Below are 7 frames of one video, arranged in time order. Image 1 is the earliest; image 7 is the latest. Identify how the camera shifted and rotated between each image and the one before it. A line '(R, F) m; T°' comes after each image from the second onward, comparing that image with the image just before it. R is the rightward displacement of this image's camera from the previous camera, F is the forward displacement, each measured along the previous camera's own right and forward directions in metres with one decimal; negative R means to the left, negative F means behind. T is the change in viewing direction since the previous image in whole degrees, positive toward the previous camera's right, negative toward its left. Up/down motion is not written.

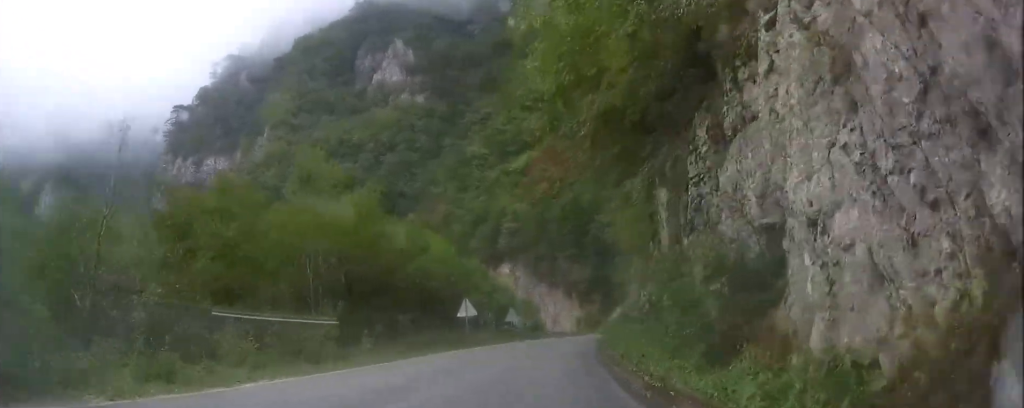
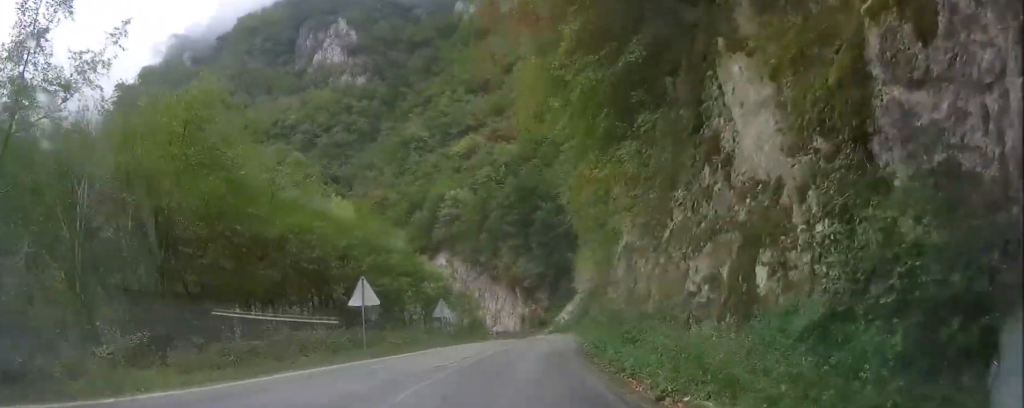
(+0.6, +14.6) m; +4°
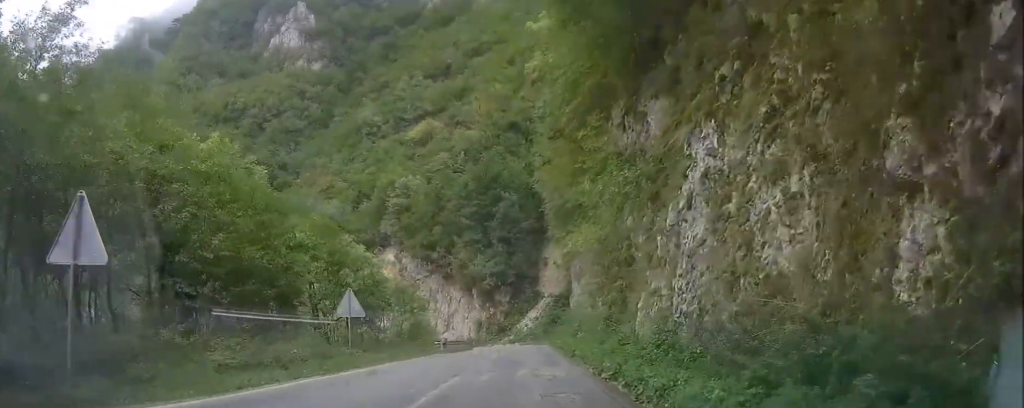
(+0.4, +15.7) m; +3°
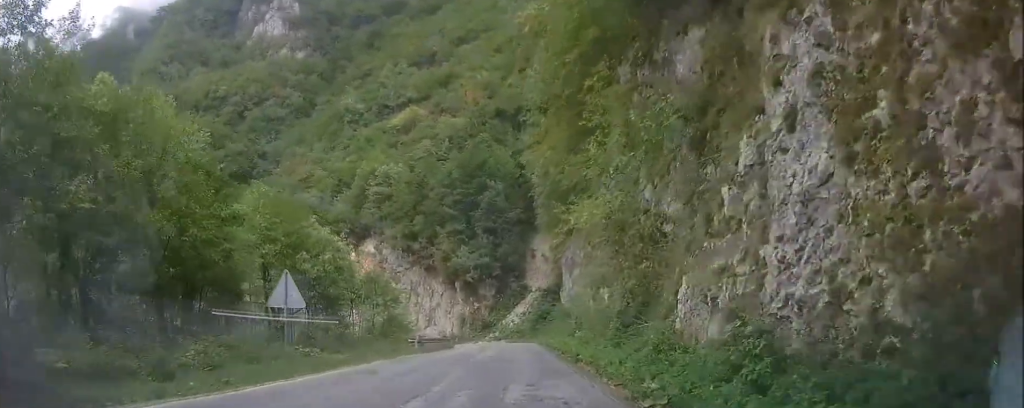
(+0.1, +6.1) m; +1°
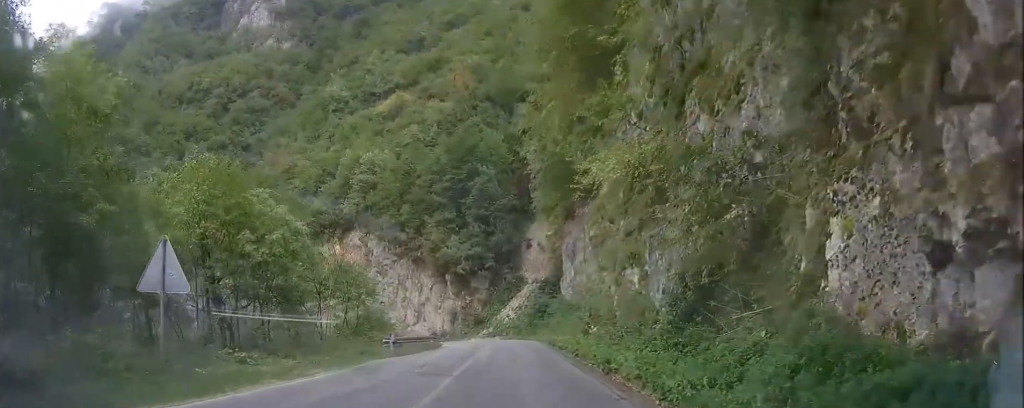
(+0.1, +7.2) m; +1°
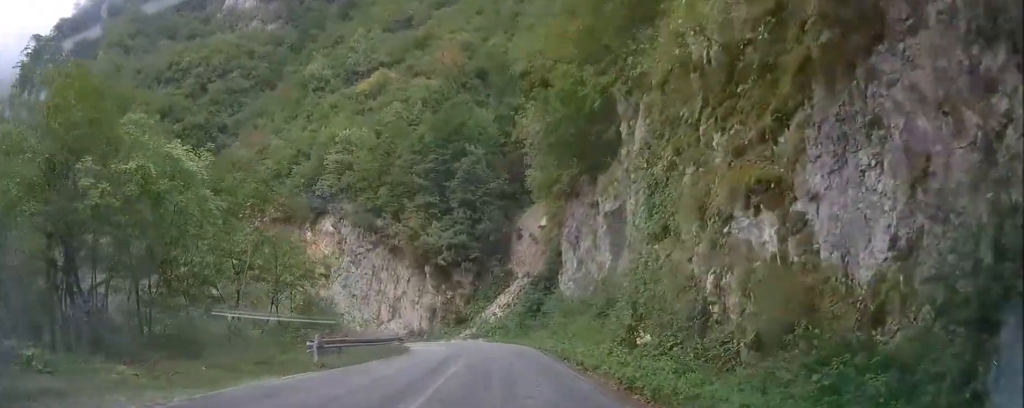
(0.0, +10.9) m; +1°
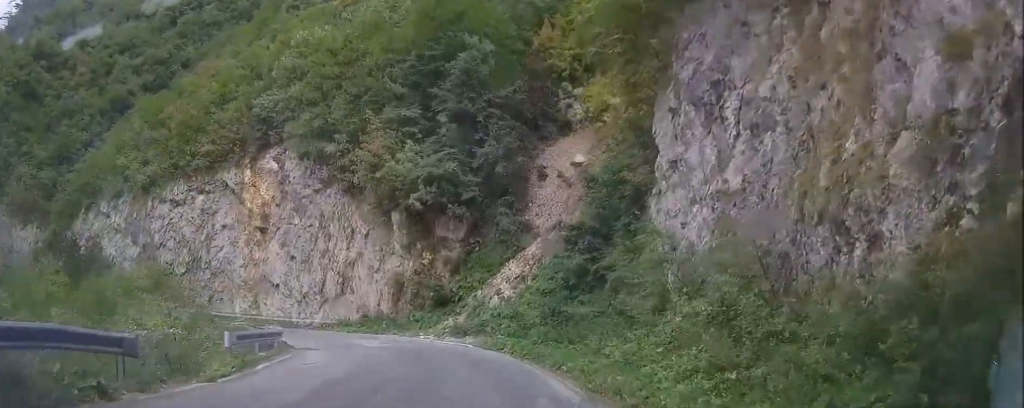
(+0.2, +29.9) m; -2°
